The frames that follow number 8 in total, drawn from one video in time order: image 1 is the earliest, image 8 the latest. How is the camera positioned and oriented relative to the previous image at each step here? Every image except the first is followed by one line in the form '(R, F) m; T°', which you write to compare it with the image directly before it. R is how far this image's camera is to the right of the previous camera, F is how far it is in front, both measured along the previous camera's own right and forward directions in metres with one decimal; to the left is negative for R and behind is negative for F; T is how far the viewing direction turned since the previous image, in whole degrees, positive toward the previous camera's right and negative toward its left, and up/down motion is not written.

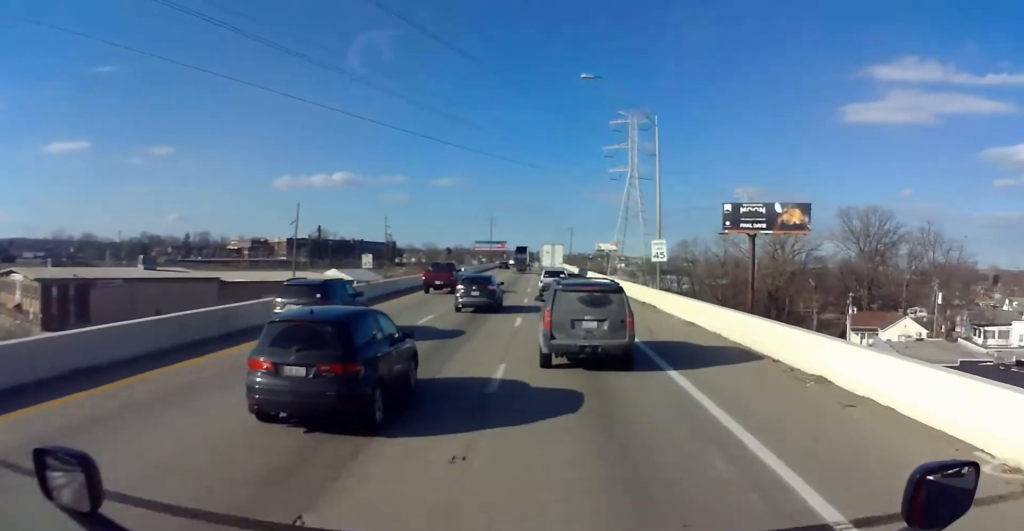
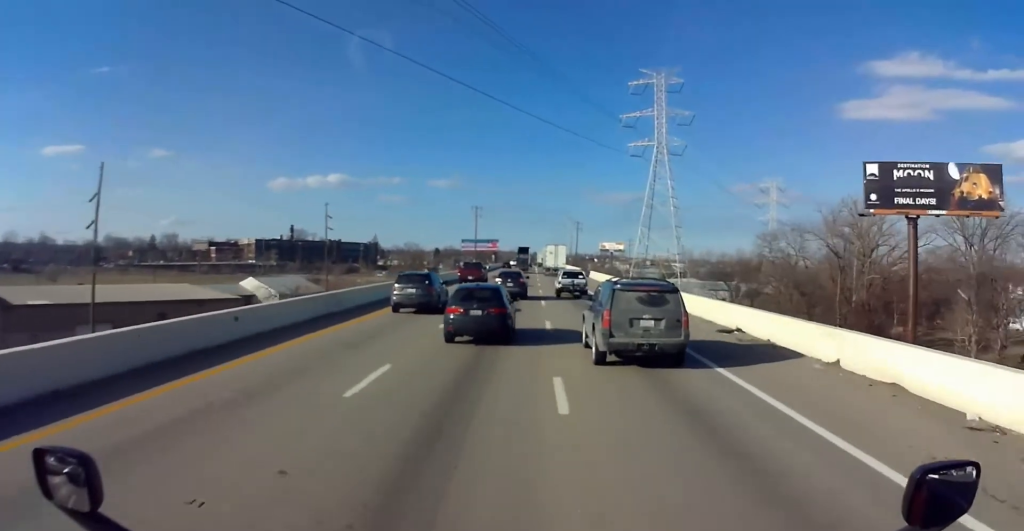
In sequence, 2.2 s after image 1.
(-1.7, +50.3) m; -2°
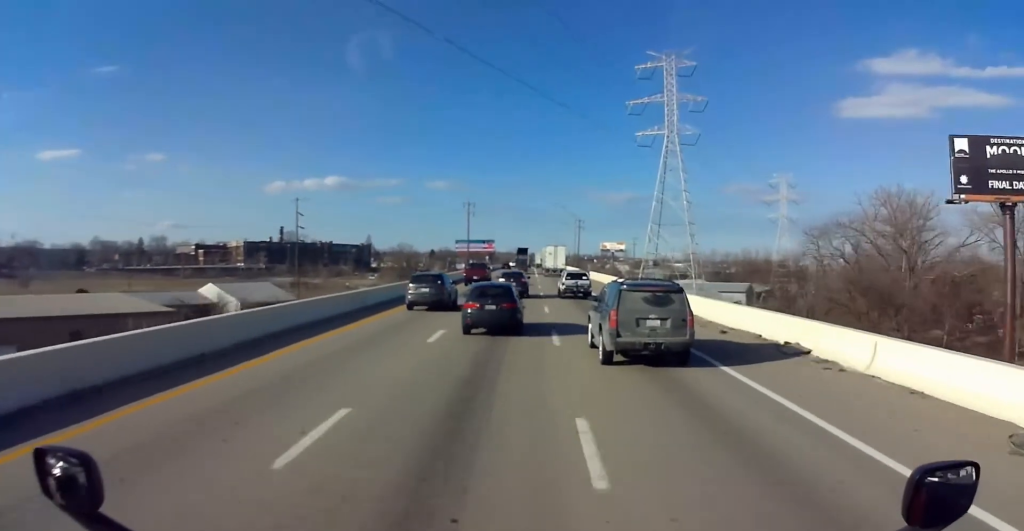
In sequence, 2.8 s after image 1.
(+0.2, +15.4) m; +1°
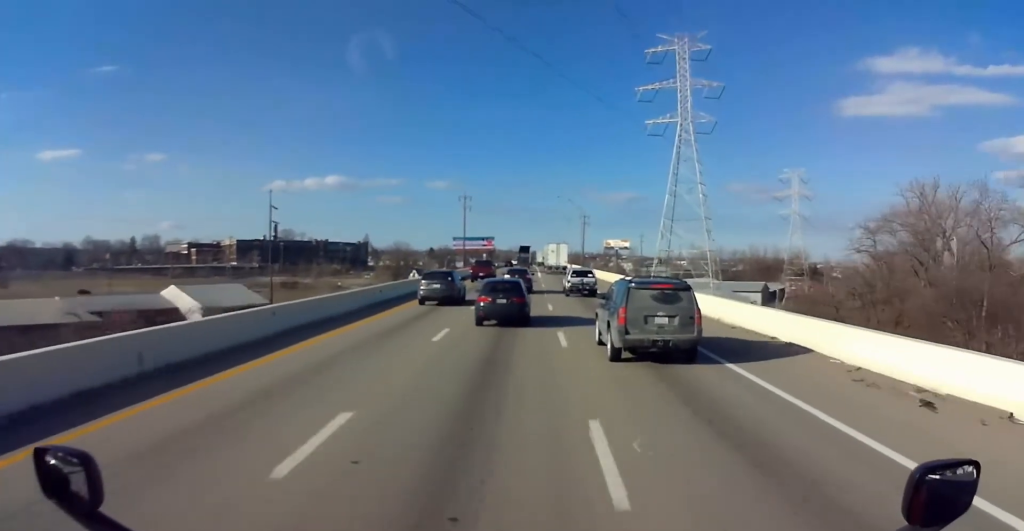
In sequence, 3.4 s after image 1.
(0.0, +12.4) m; 0°
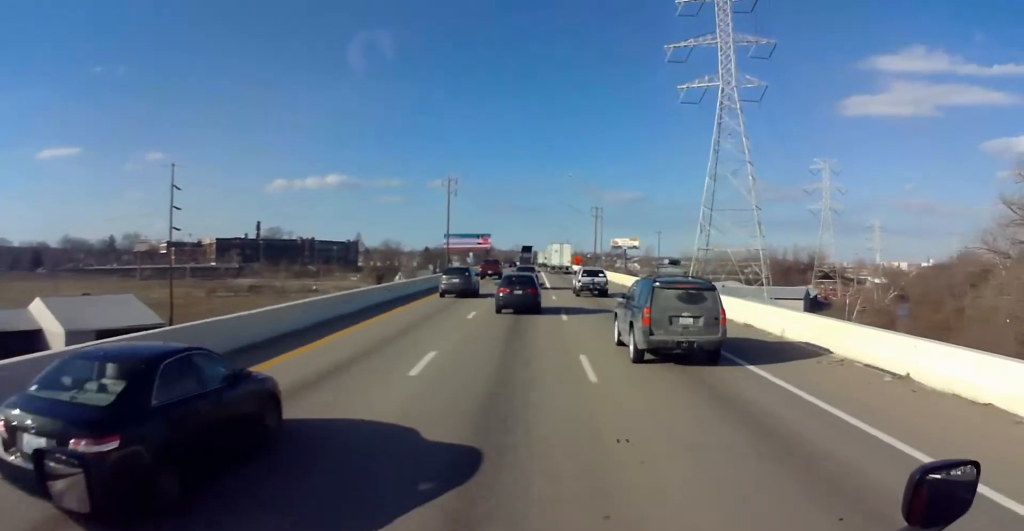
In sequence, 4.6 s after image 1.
(+0.1, +29.6) m; 0°
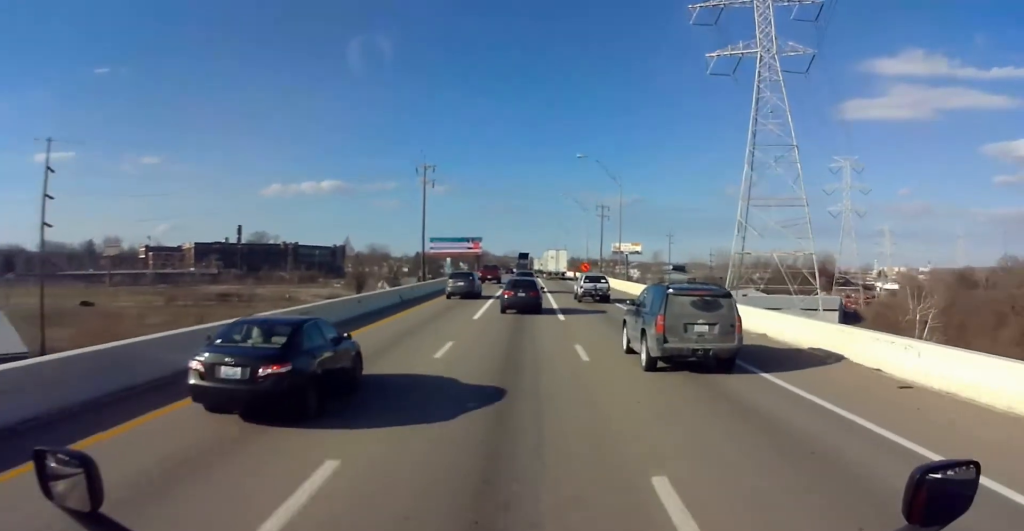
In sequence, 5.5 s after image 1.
(0.0, +21.3) m; 0°
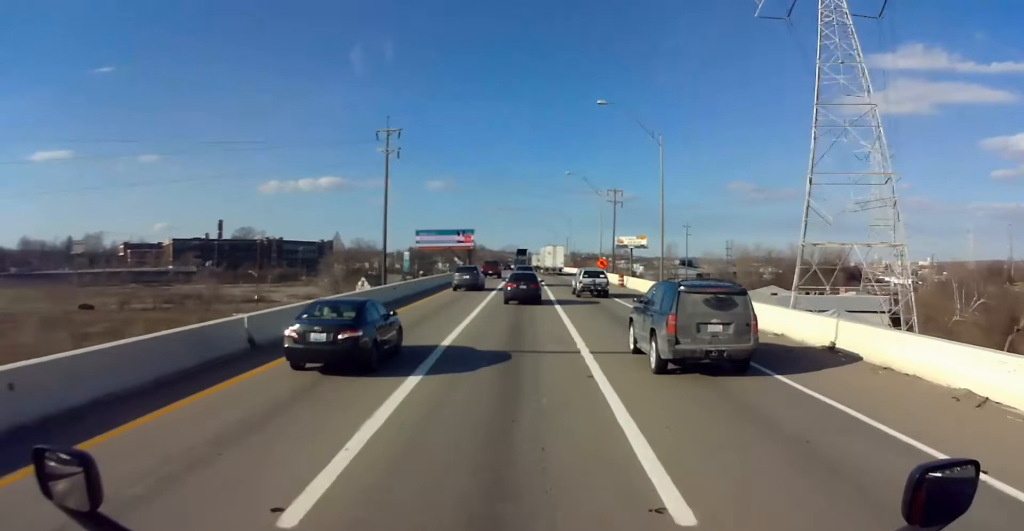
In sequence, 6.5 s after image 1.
(0.0, +22.3) m; 0°
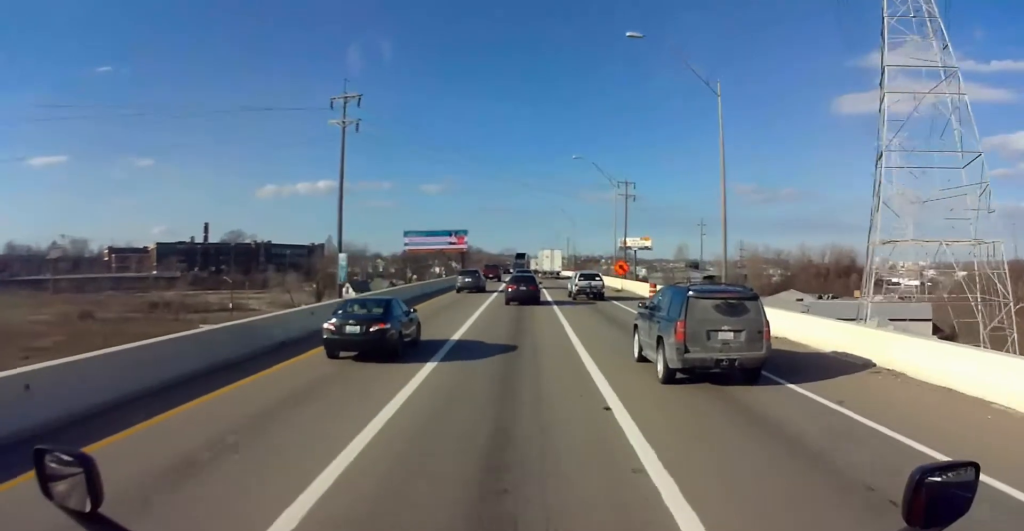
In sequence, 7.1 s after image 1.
(+0.1, +15.1) m; 0°
